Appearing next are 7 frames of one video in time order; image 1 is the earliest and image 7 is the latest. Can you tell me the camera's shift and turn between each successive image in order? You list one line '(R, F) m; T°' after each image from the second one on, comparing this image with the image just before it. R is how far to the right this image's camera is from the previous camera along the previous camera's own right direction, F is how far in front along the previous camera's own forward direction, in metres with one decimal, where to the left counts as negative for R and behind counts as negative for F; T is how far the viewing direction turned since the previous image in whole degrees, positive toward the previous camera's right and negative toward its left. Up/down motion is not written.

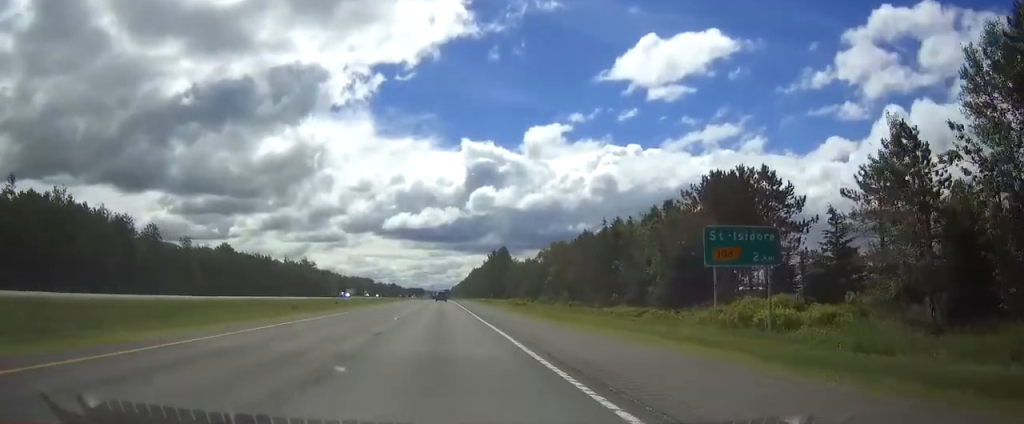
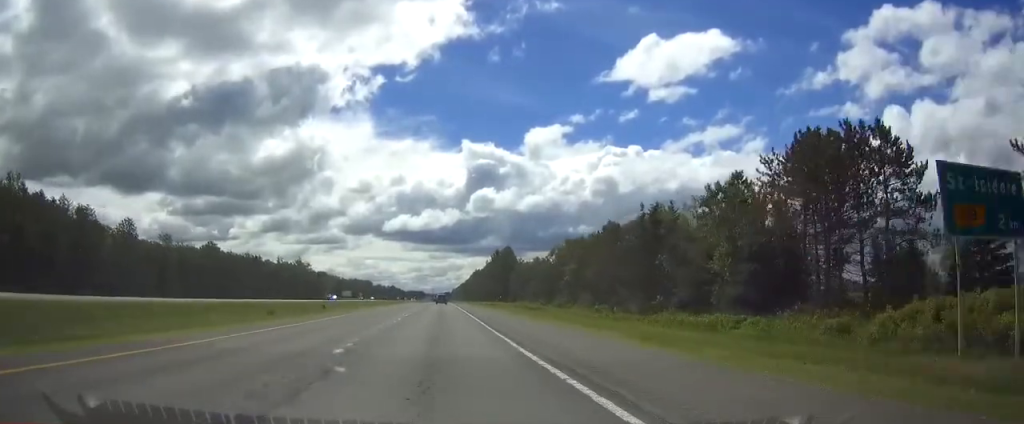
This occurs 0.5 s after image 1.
(0.0, +16.4) m; 0°
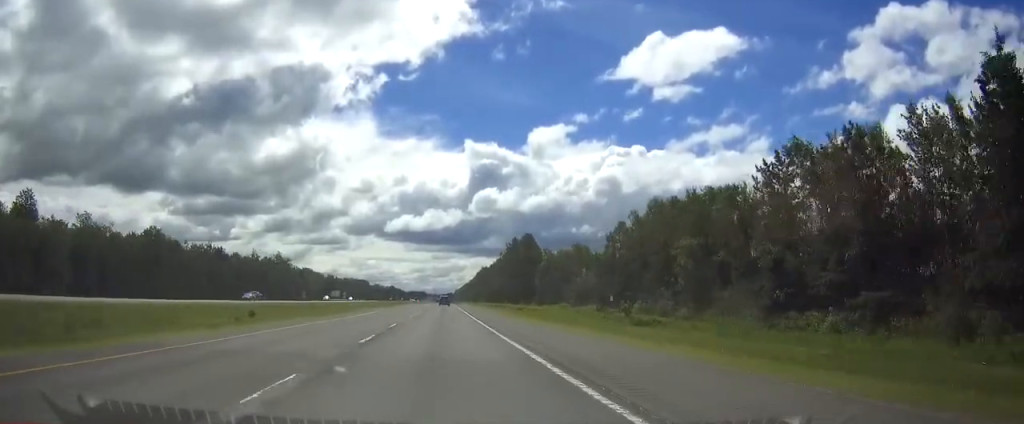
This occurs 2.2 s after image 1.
(-0.1, +50.7) m; 0°
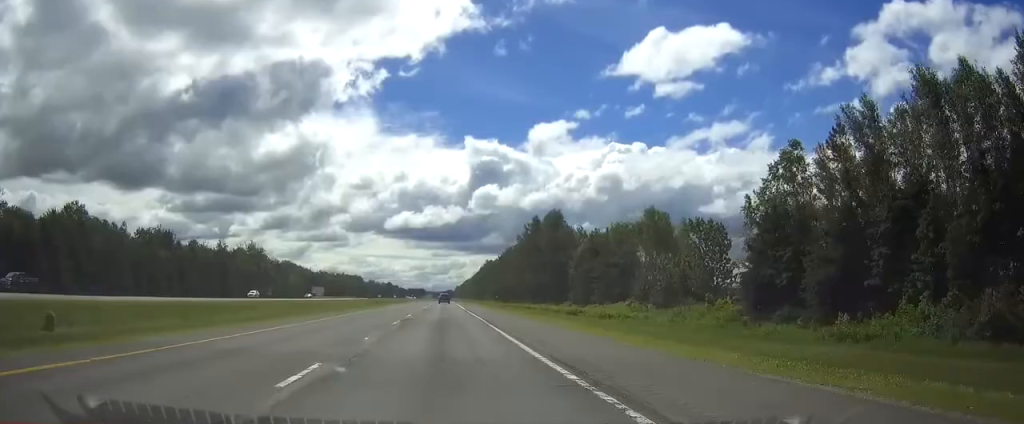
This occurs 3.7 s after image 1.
(0.0, +44.3) m; 0°
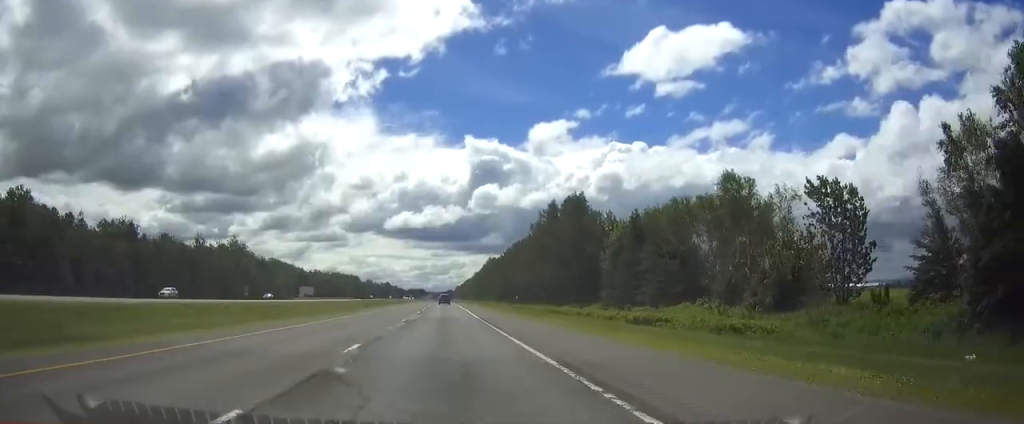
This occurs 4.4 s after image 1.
(0.0, +23.1) m; 0°
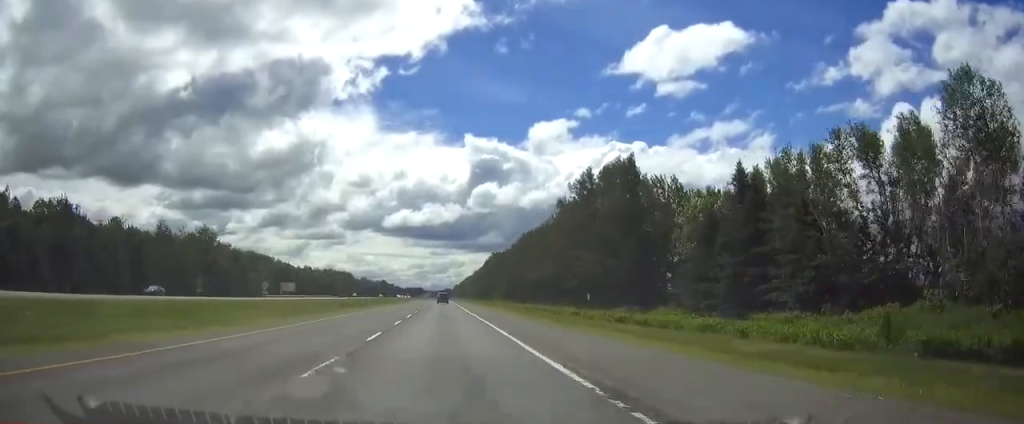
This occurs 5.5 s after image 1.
(+0.1, +31.1) m; 0°
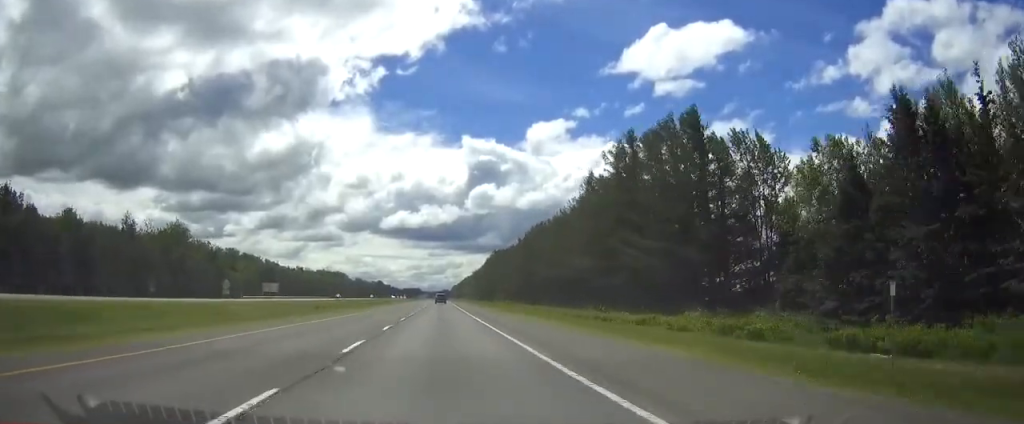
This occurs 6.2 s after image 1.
(-0.1, +22.1) m; 0°
